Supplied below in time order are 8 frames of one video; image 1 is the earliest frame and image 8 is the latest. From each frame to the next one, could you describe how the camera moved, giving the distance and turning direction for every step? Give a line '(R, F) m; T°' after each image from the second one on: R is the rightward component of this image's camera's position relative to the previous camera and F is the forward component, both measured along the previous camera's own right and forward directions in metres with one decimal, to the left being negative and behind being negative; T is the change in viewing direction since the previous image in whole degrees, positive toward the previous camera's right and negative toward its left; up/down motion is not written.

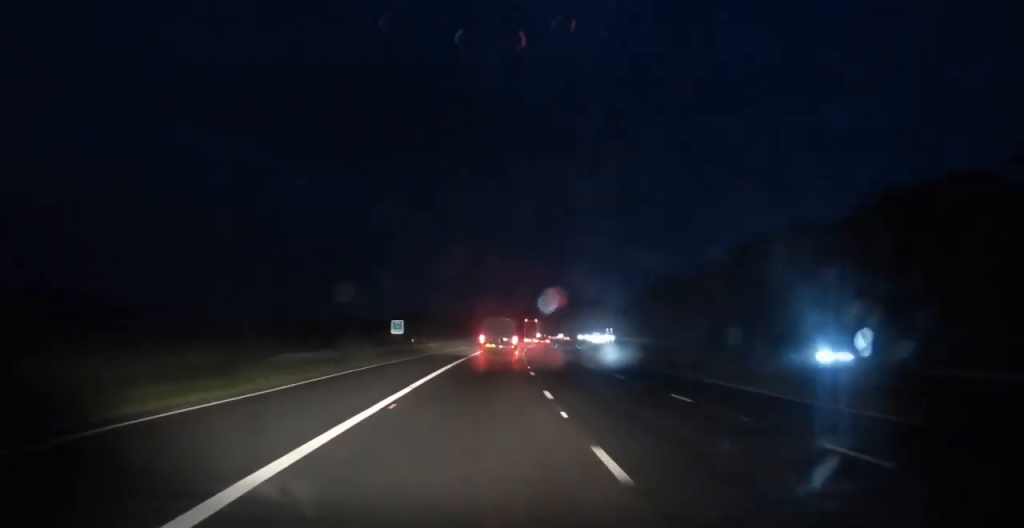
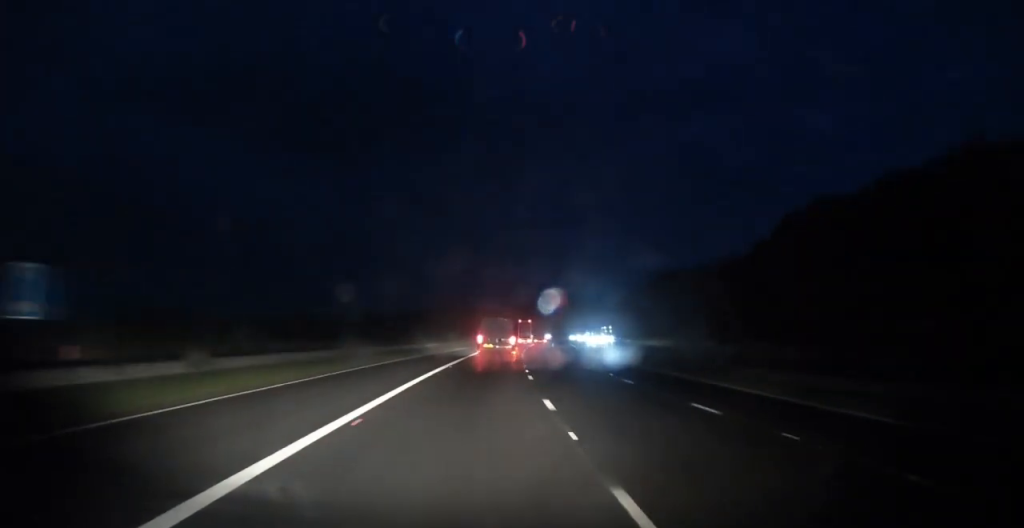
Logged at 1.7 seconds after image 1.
(+1.2, +40.3) m; +3°
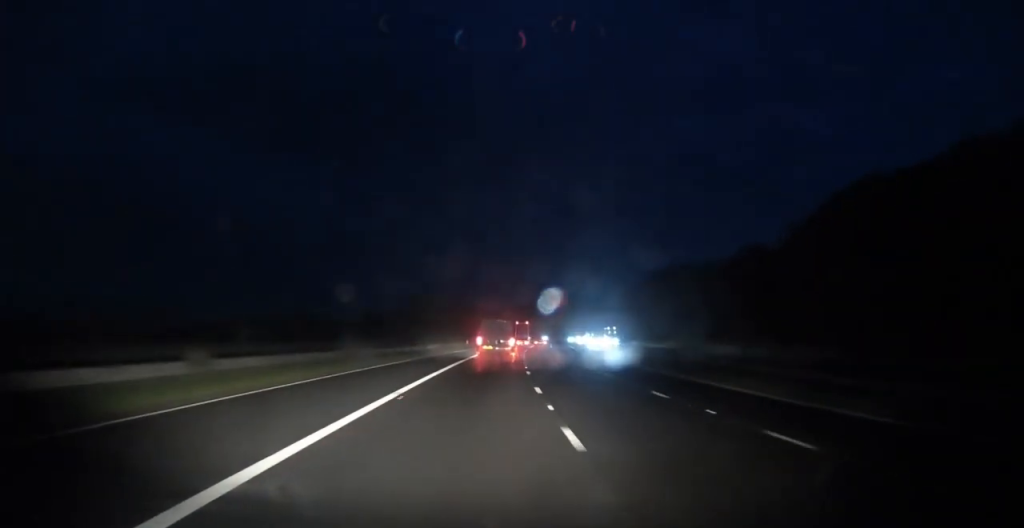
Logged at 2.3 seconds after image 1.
(0.0, +14.2) m; +1°
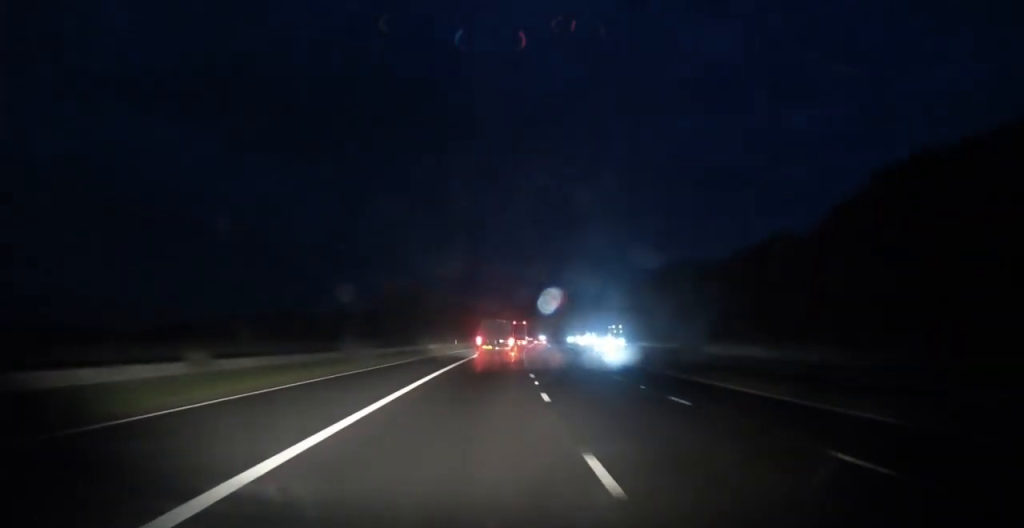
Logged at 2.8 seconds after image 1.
(+0.2, +11.8) m; +1°
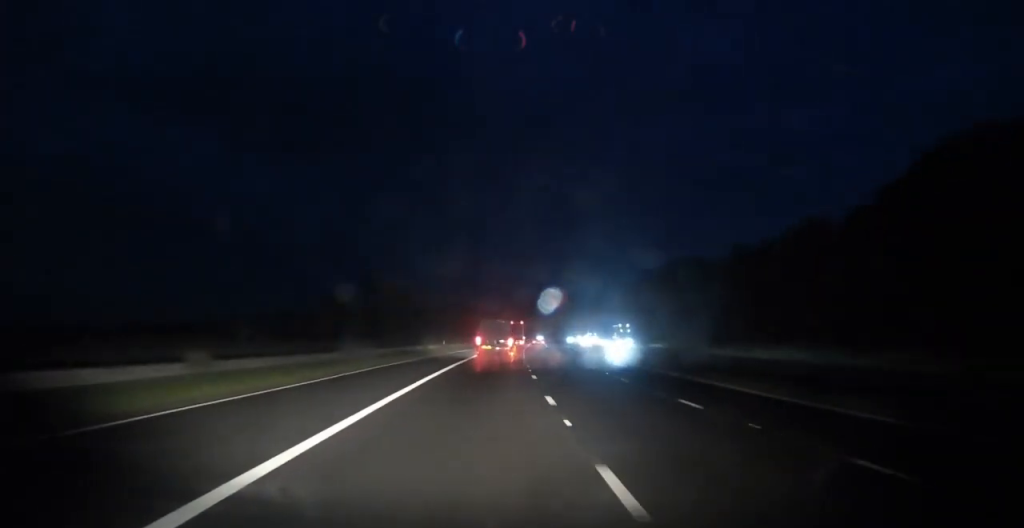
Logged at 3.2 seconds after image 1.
(0.0, +10.2) m; +1°
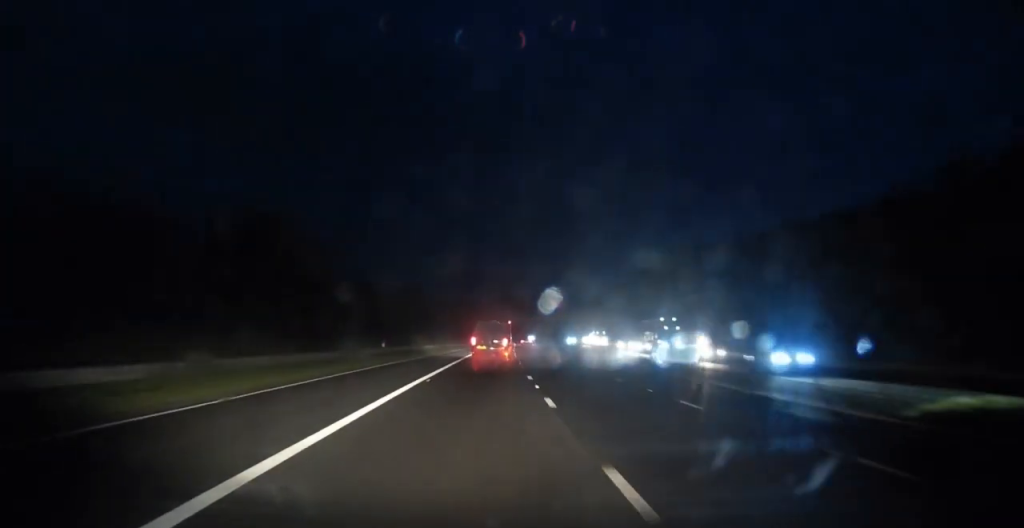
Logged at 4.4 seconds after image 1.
(+0.3, +28.4) m; +1°
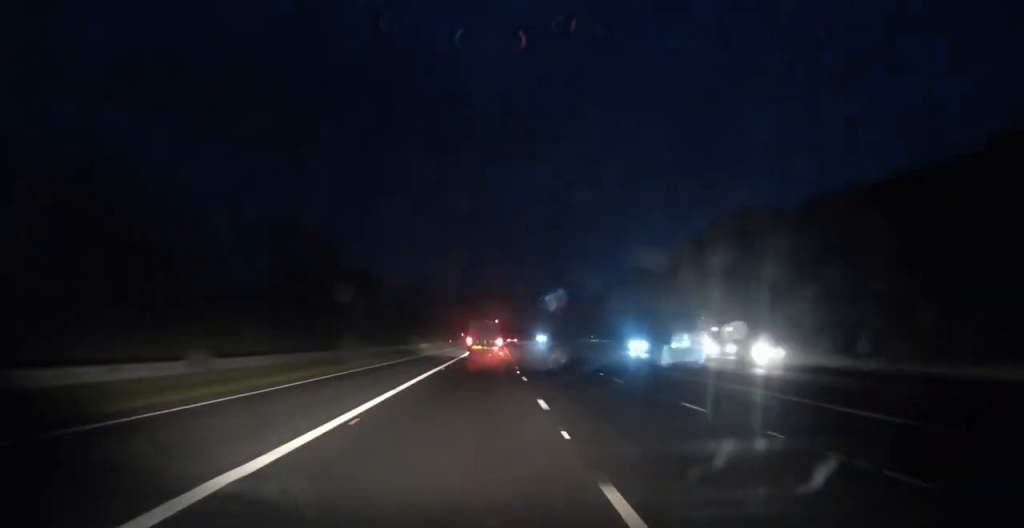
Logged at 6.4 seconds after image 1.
(+0.6, +48.0) m; +1°
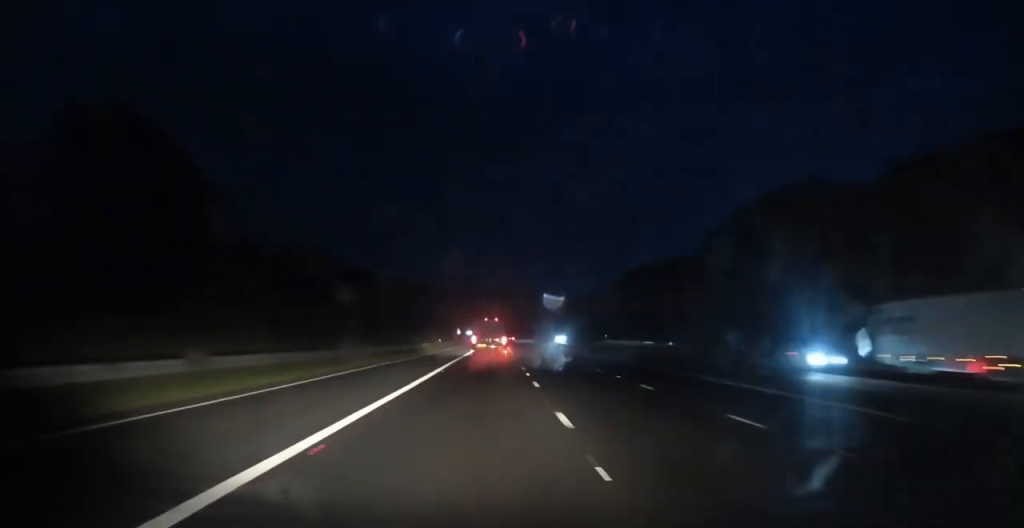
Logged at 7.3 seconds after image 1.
(+0.1, +21.9) m; +1°
